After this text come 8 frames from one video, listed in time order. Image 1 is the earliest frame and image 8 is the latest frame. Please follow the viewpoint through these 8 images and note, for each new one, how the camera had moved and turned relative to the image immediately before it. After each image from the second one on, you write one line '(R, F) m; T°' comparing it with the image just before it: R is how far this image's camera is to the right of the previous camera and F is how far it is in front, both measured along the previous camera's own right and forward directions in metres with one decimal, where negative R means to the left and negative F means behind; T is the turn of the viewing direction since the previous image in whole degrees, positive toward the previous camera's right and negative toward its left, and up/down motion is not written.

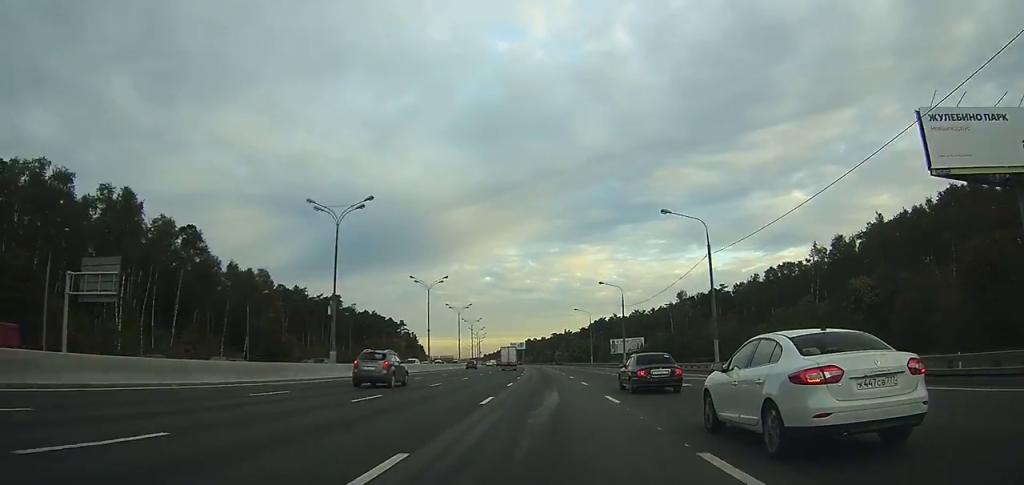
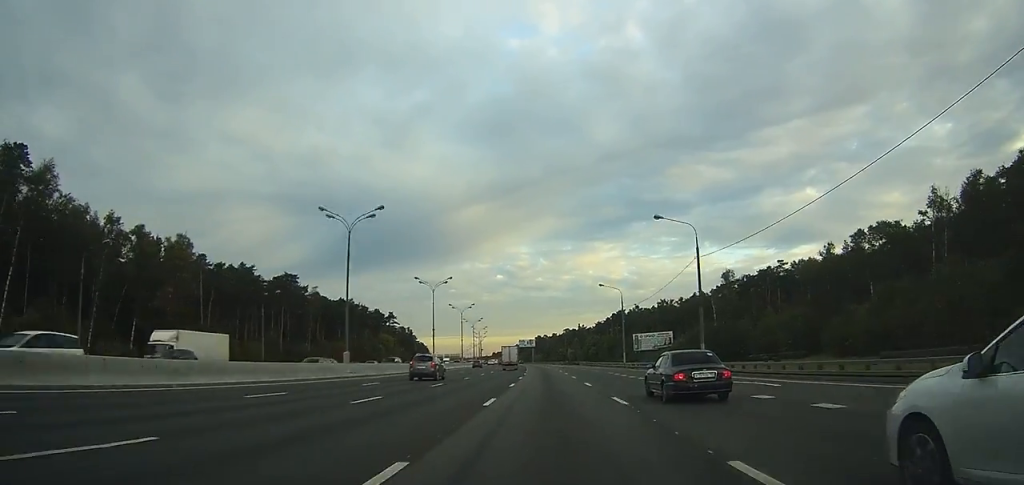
(-0.2, +38.2) m; -1°
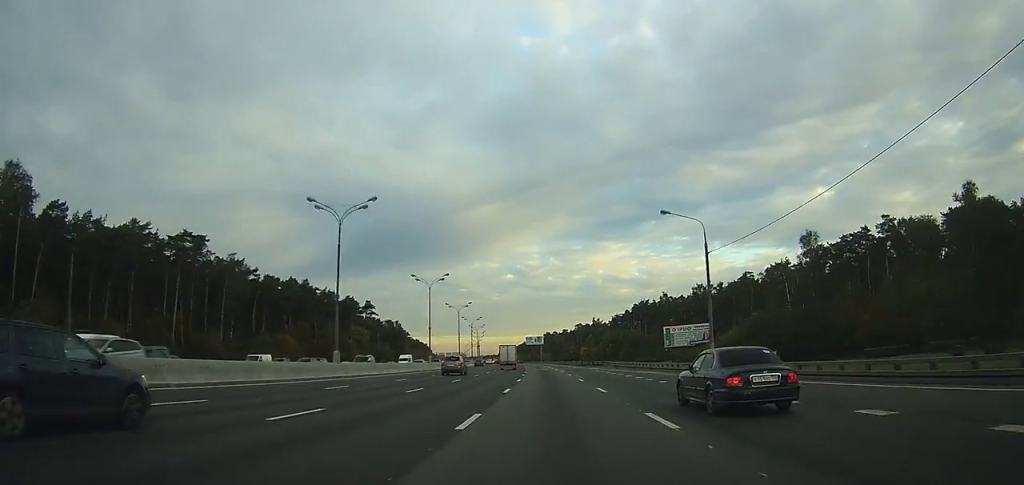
(-0.5, +41.6) m; -1°
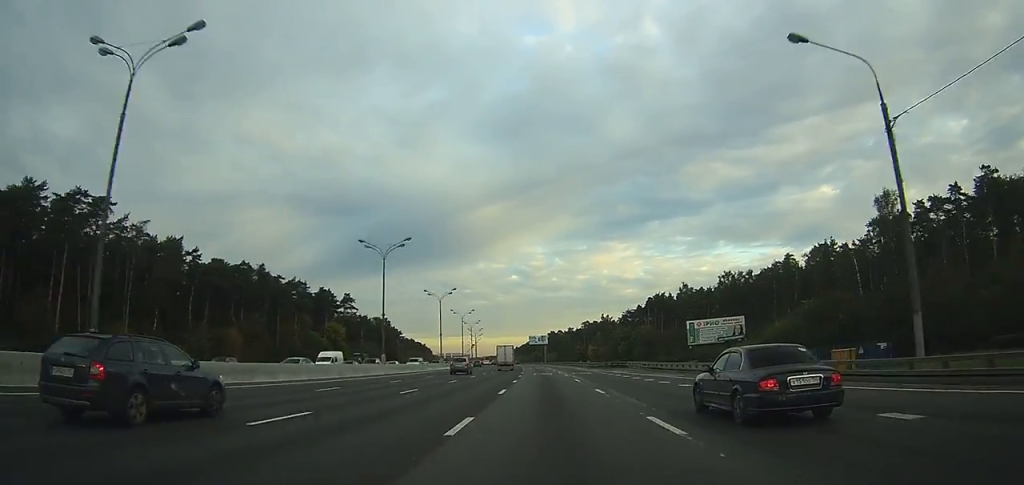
(-0.2, +24.0) m; -1°
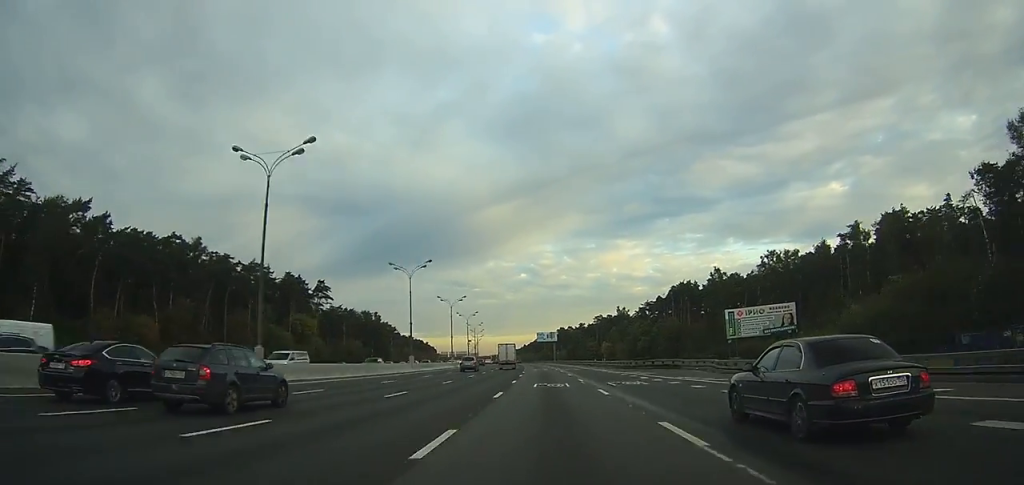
(0.0, +25.3) m; -1°
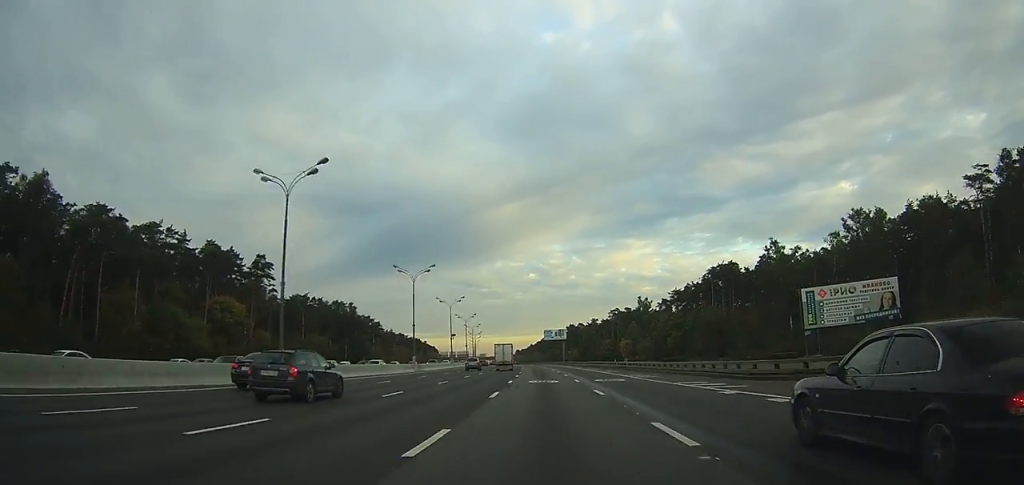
(-0.4, +34.4) m; -1°
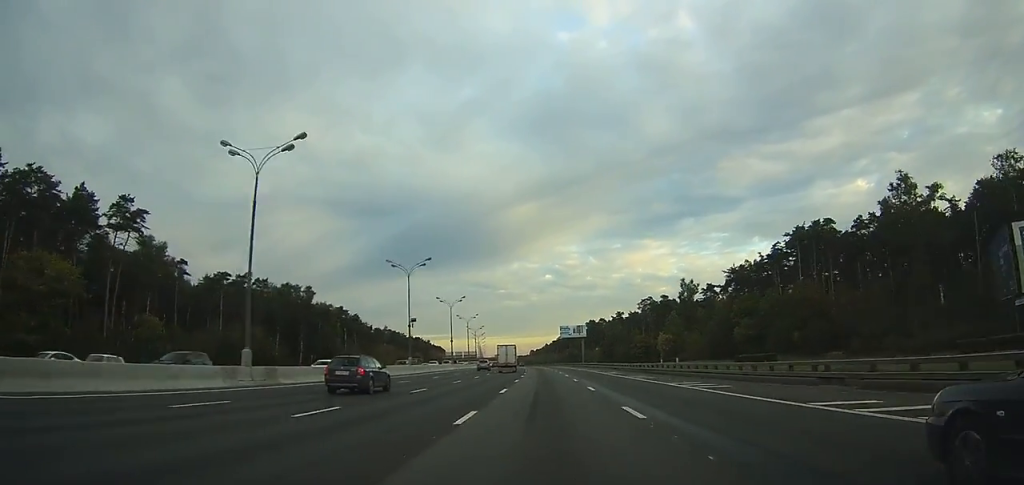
(-0.4, +44.8) m; -1°
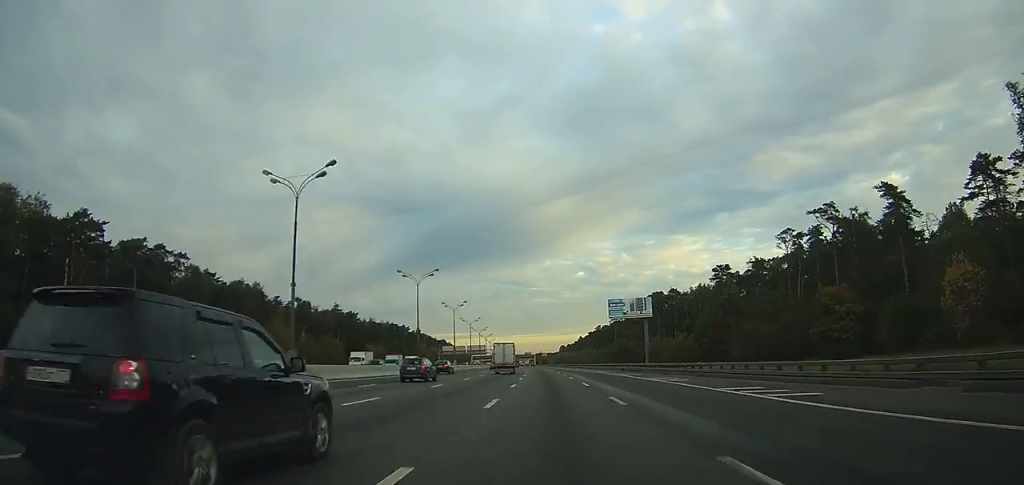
(-3.6, +115.3) m; -3°
